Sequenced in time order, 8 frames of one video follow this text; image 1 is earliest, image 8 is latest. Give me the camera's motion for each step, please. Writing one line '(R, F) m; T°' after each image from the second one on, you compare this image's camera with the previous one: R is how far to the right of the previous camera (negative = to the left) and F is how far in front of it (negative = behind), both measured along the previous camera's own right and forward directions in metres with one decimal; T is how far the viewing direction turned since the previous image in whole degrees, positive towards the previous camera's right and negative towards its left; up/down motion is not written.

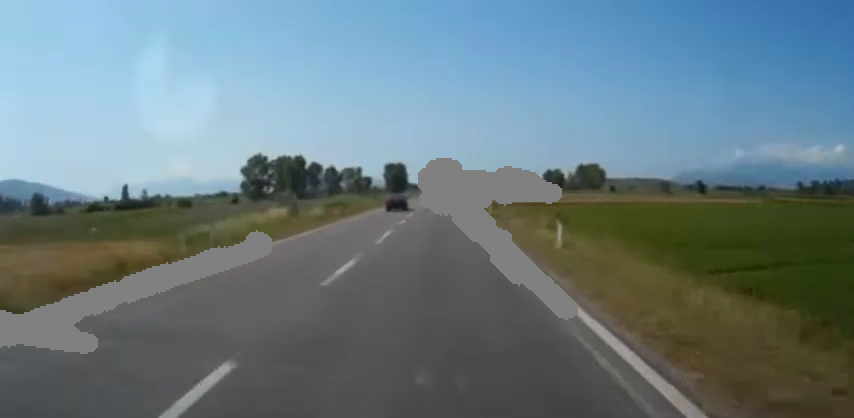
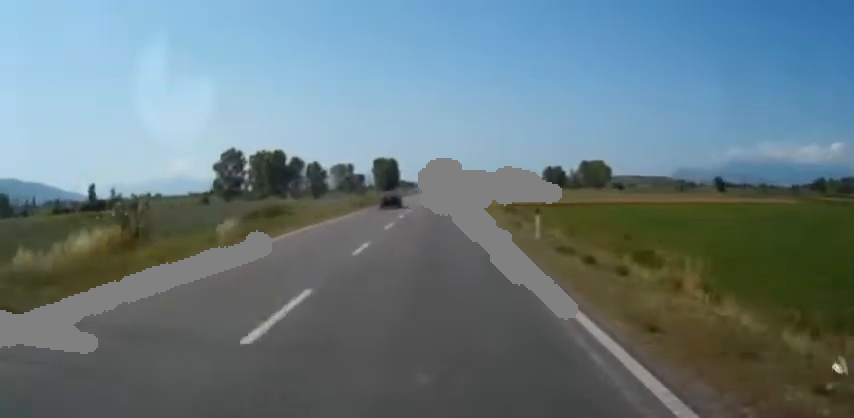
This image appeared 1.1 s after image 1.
(-0.1, +22.8) m; 0°
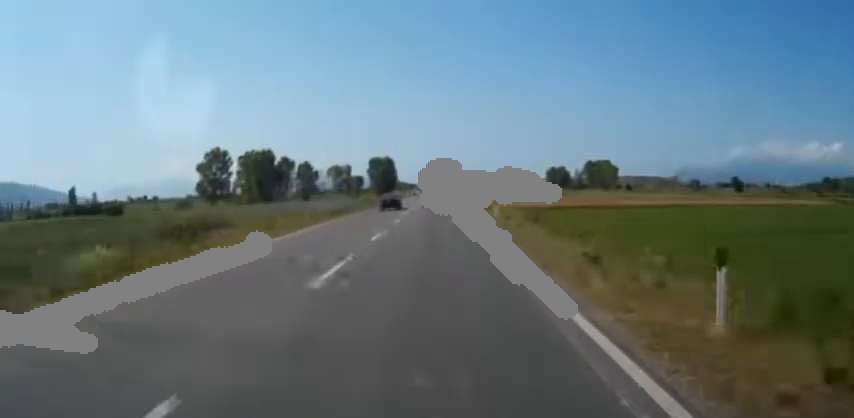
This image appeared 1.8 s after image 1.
(0.0, +14.0) m; 0°
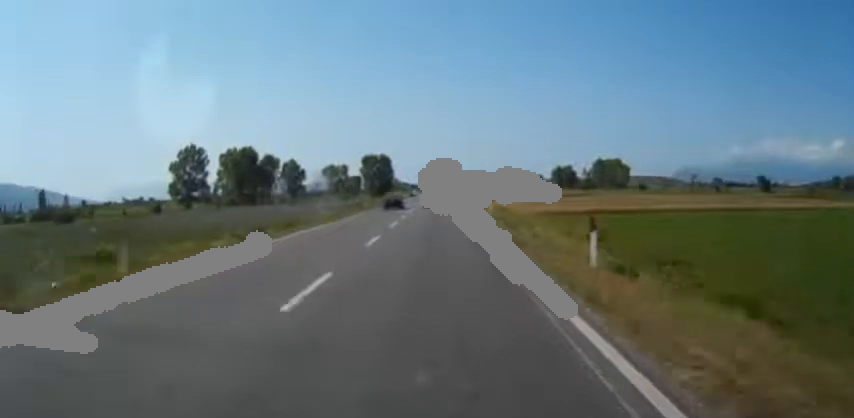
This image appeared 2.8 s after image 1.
(0.0, +19.8) m; 0°
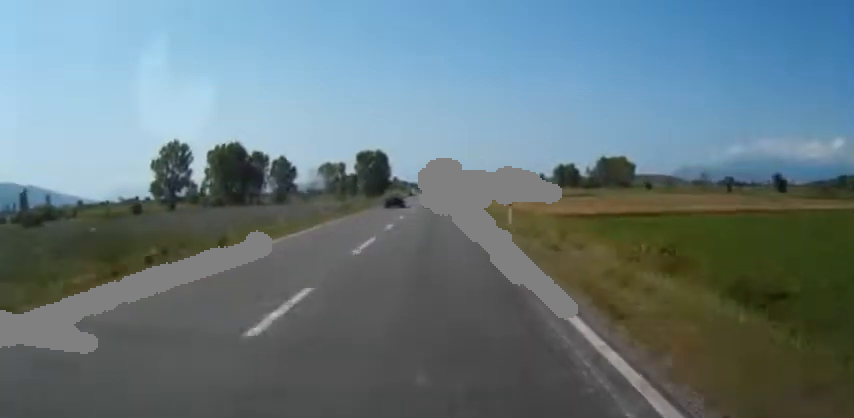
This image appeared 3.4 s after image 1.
(0.0, +10.5) m; 0°
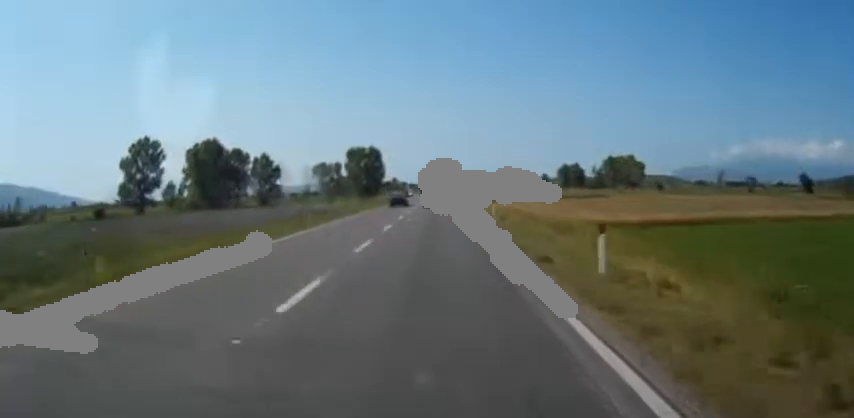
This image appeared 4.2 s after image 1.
(+0.1, +15.6) m; 0°
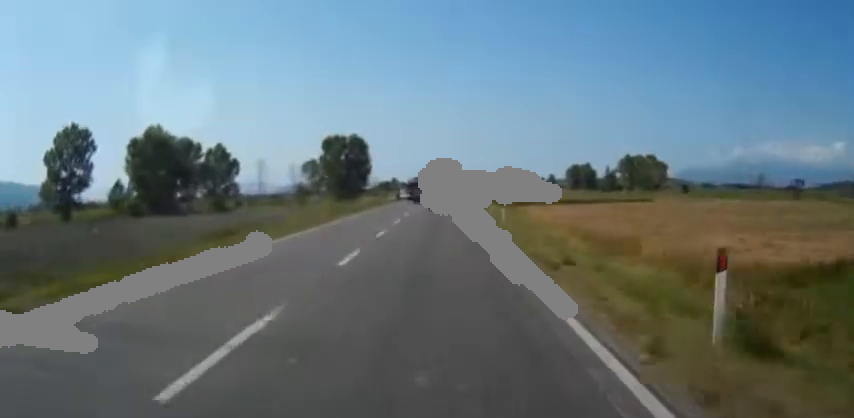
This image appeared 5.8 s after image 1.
(-0.4, +30.8) m; -1°
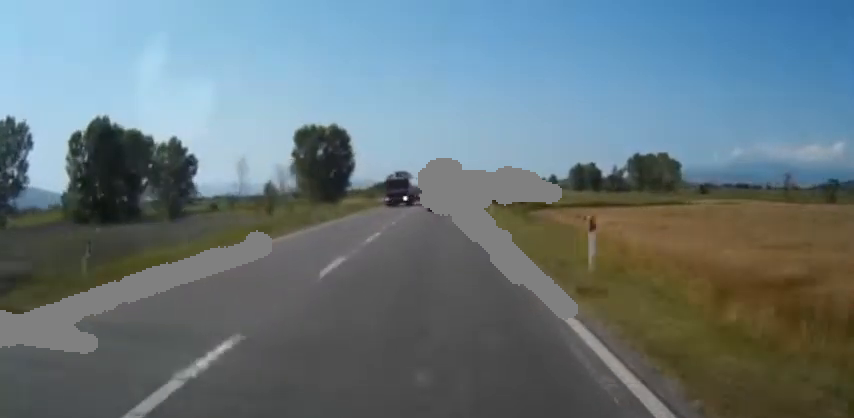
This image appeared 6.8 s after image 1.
(-0.1, +19.6) m; 0°
